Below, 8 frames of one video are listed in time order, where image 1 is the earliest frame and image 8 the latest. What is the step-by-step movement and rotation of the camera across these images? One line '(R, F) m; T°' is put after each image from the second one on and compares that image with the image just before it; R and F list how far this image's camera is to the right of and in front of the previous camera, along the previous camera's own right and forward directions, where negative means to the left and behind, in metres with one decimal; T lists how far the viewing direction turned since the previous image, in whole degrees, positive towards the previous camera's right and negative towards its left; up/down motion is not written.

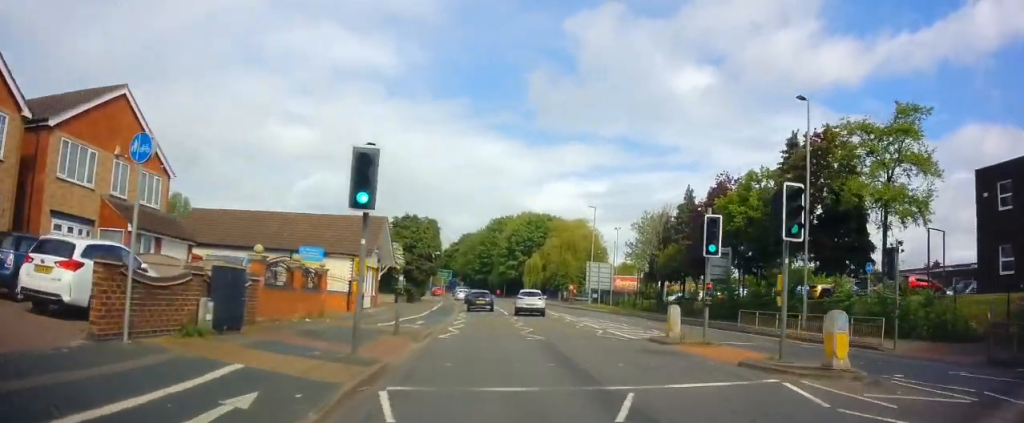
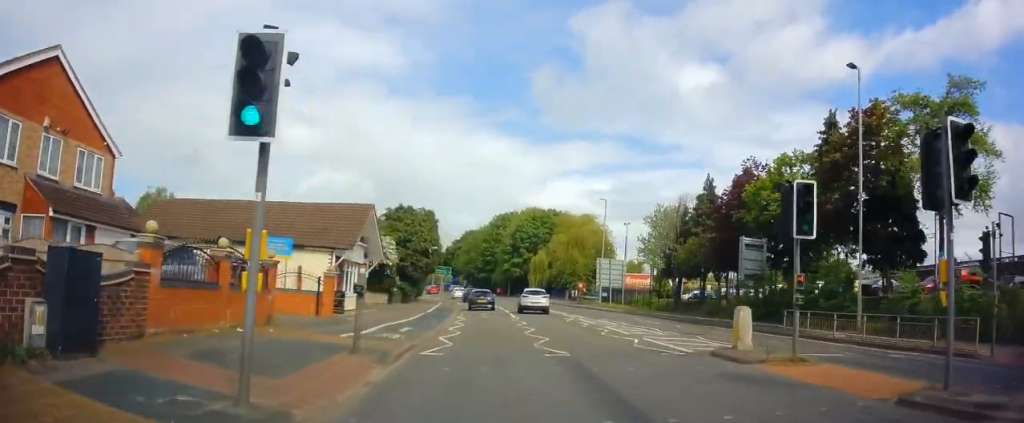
(0.0, +4.4) m; +1°
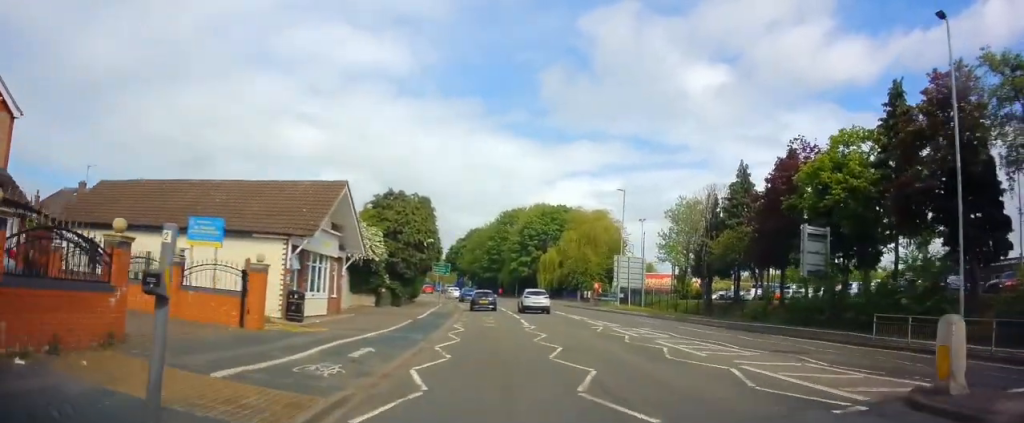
(+0.1, +6.3) m; -1°
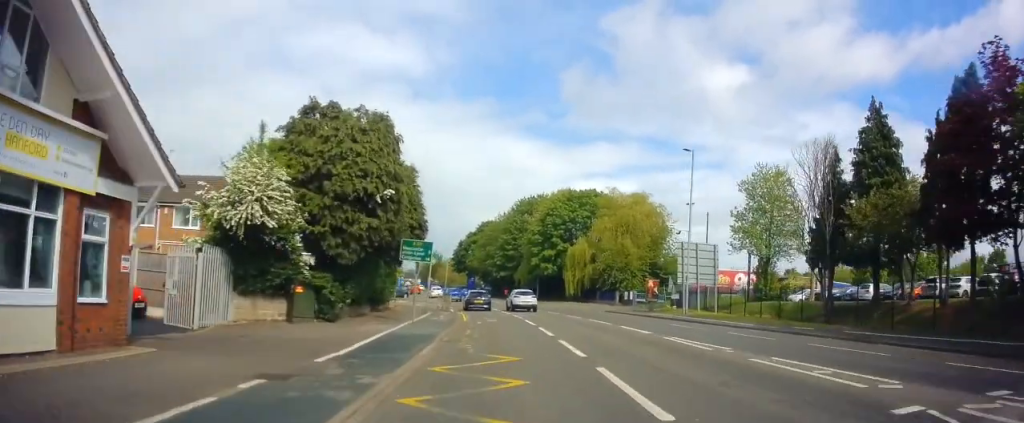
(-0.5, +16.9) m; -1°
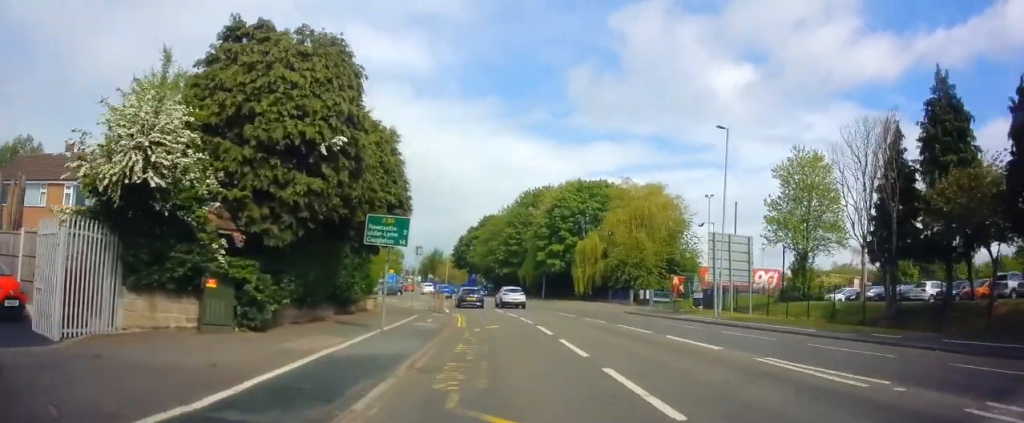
(0.0, +5.8) m; +1°
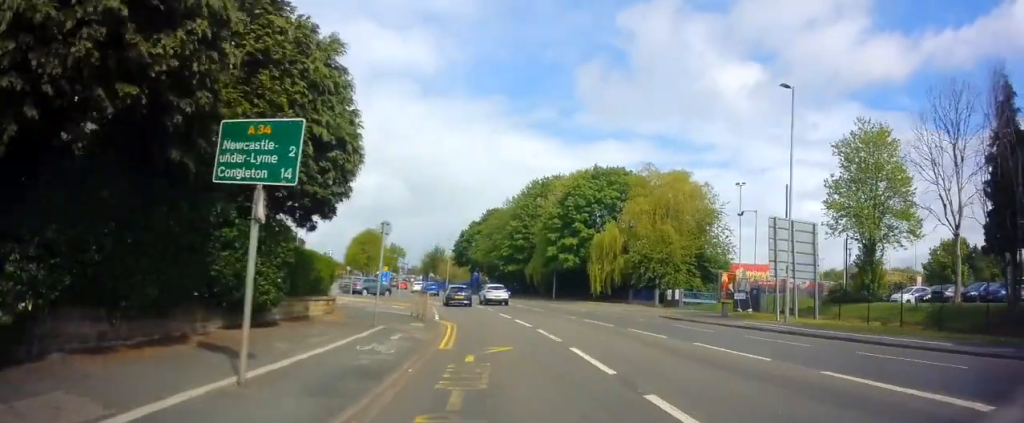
(+0.2, +8.2) m; 0°
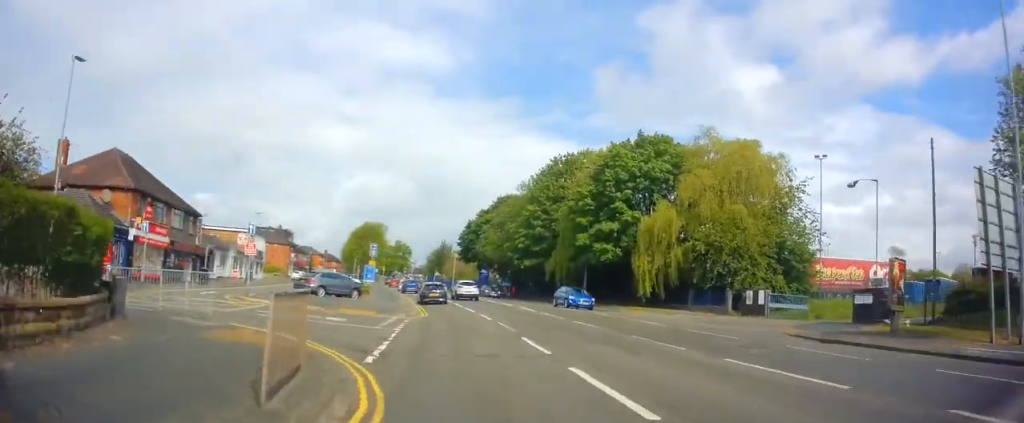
(-0.3, +14.6) m; -2°
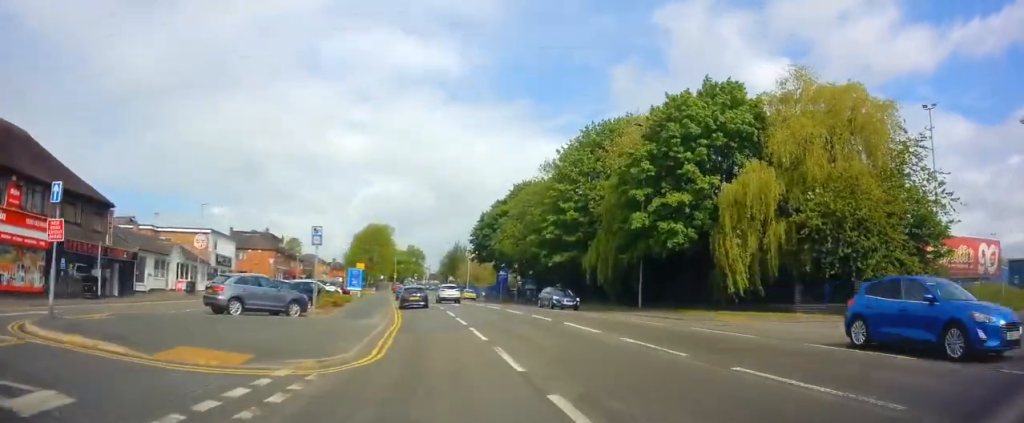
(-0.2, +13.5) m; -2°
